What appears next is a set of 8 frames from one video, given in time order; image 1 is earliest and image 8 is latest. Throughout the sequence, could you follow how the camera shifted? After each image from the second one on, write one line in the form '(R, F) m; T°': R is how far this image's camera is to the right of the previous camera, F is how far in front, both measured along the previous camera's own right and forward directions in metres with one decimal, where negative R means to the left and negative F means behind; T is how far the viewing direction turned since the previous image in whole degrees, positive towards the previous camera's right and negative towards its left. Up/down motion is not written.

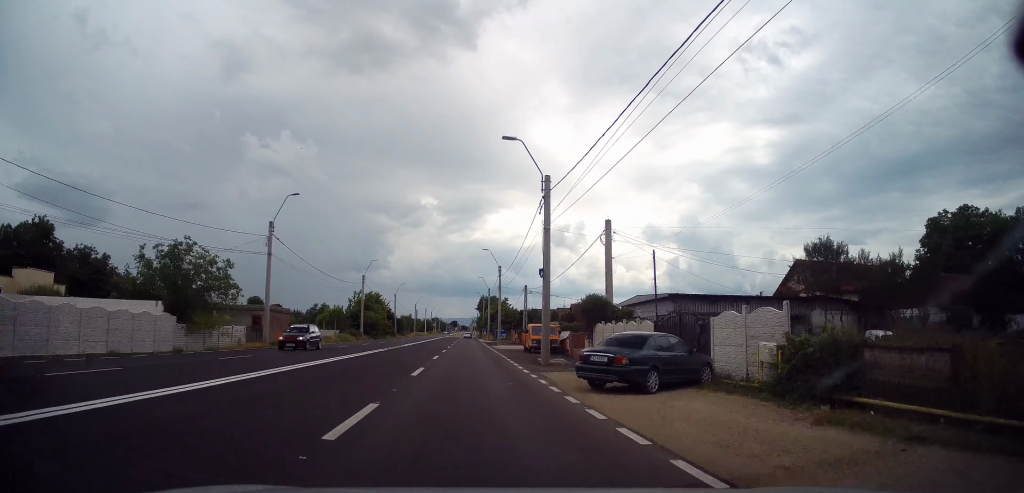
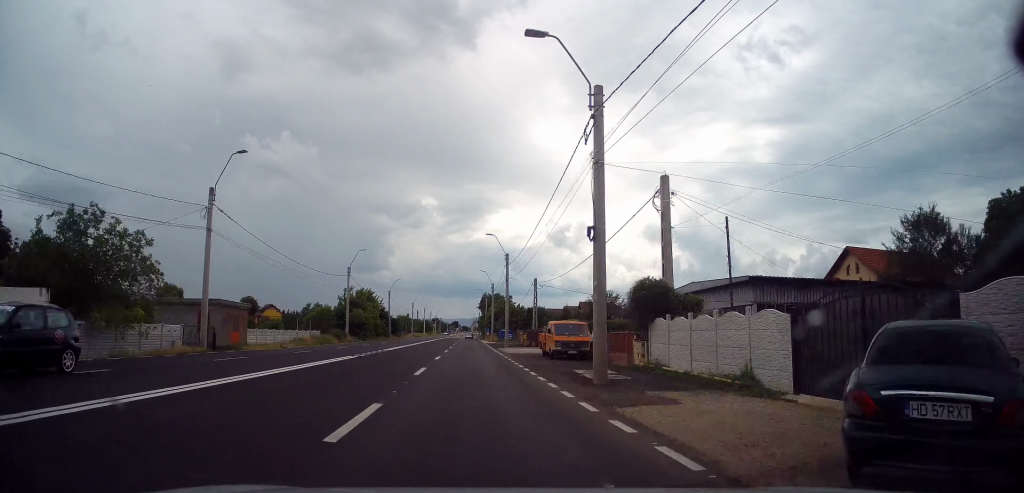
(0.0, +9.5) m; +1°
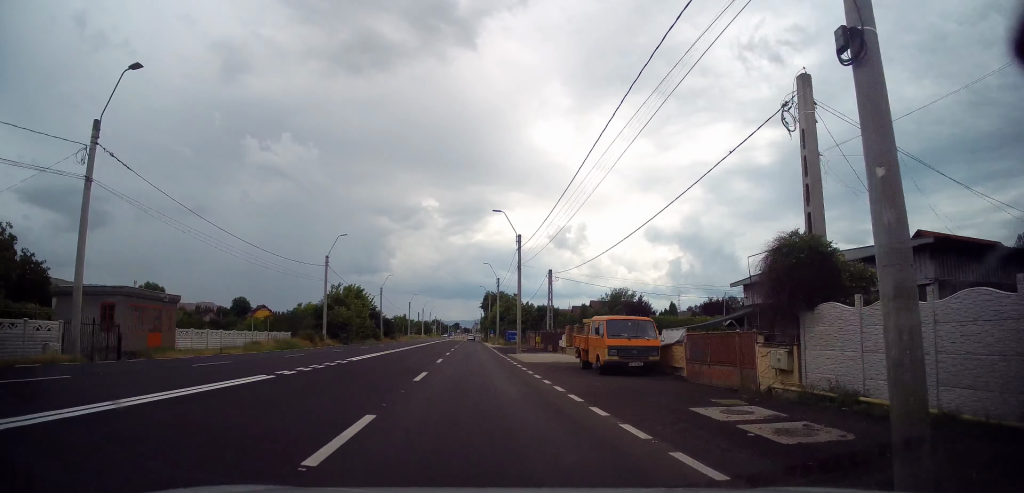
(0.0, +10.7) m; +1°
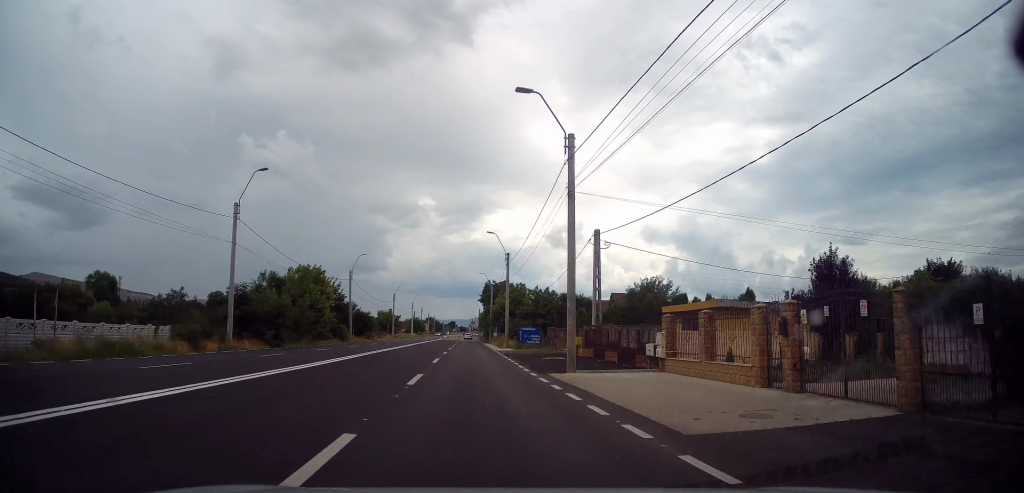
(+0.2, +20.8) m; 0°
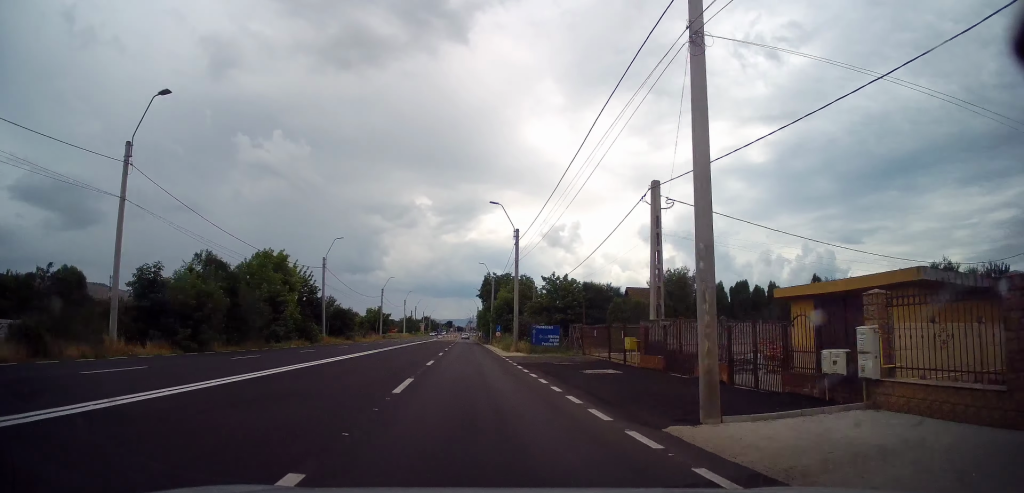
(0.0, +11.4) m; -1°
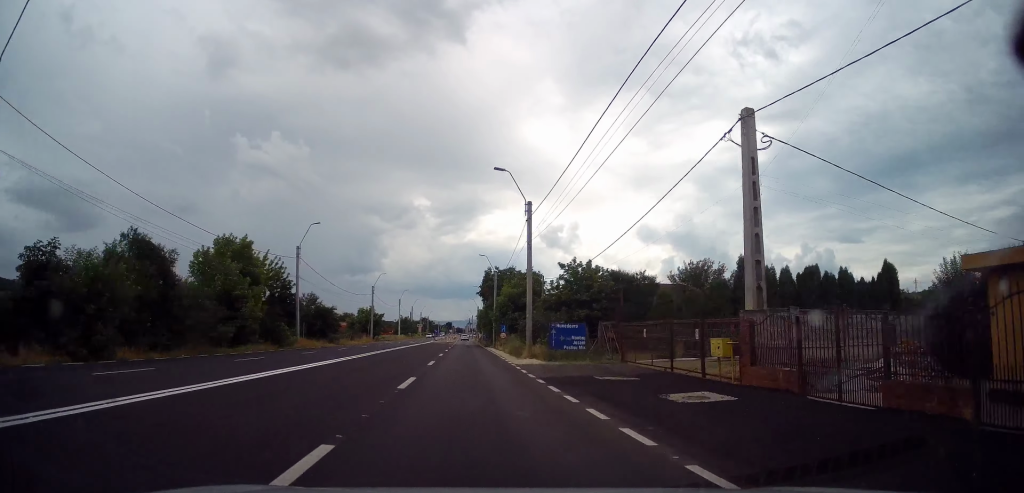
(-0.1, +8.4) m; 0°
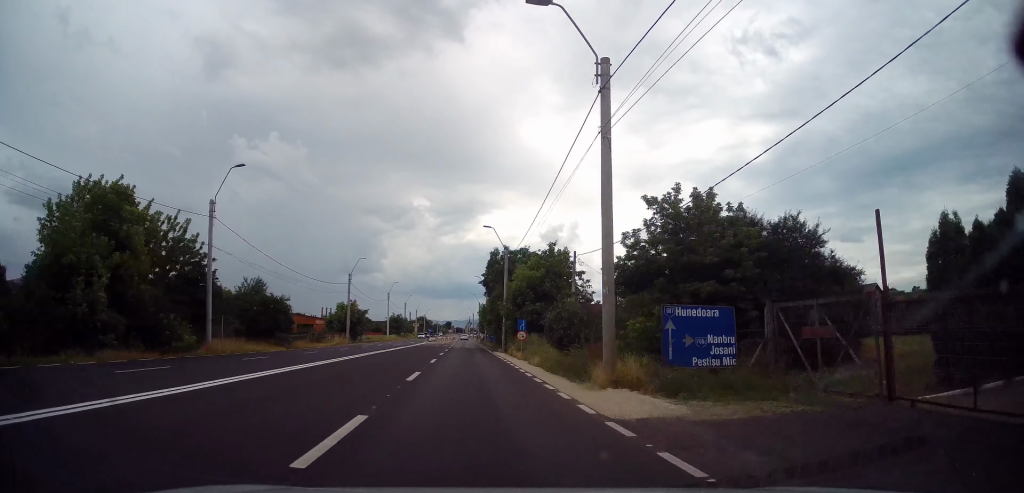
(+0.1, +16.6) m; 0°
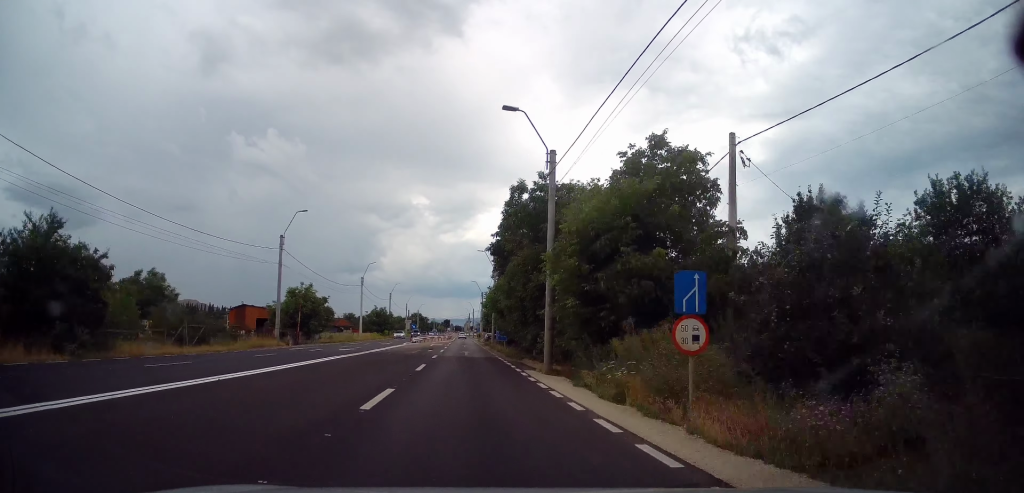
(-0.2, +24.5) m; 0°
